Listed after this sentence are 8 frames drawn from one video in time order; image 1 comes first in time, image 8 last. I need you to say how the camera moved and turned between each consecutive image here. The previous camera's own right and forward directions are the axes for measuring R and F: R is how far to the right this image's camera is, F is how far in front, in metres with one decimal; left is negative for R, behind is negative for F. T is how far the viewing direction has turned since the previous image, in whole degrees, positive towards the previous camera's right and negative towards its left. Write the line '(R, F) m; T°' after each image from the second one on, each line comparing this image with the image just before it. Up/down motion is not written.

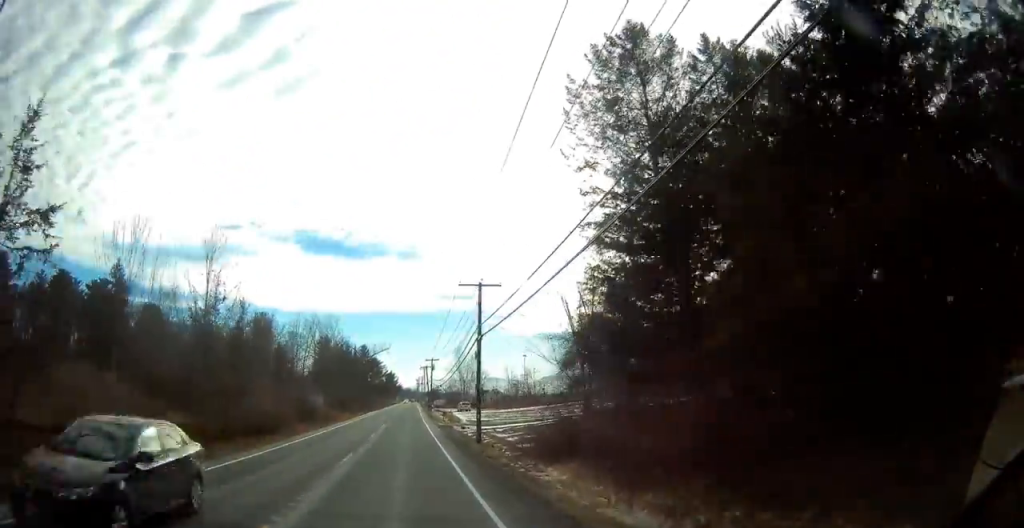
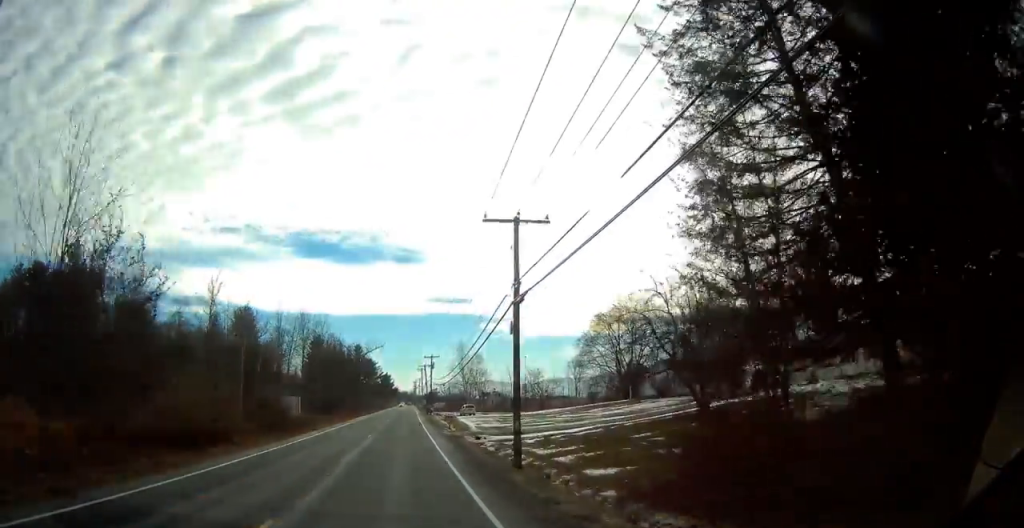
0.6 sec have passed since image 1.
(+0.1, +11.7) m; 0°
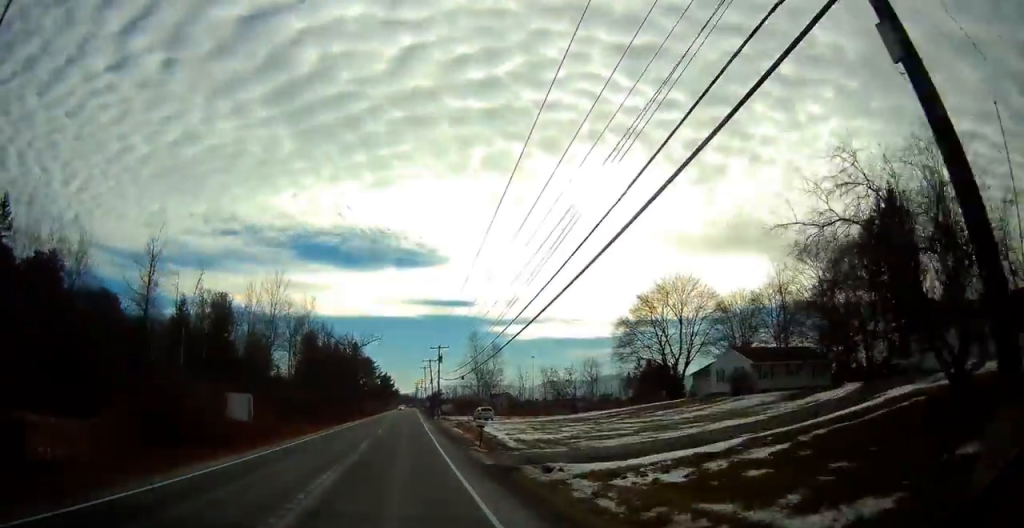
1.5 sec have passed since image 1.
(0.0, +17.2) m; 0°
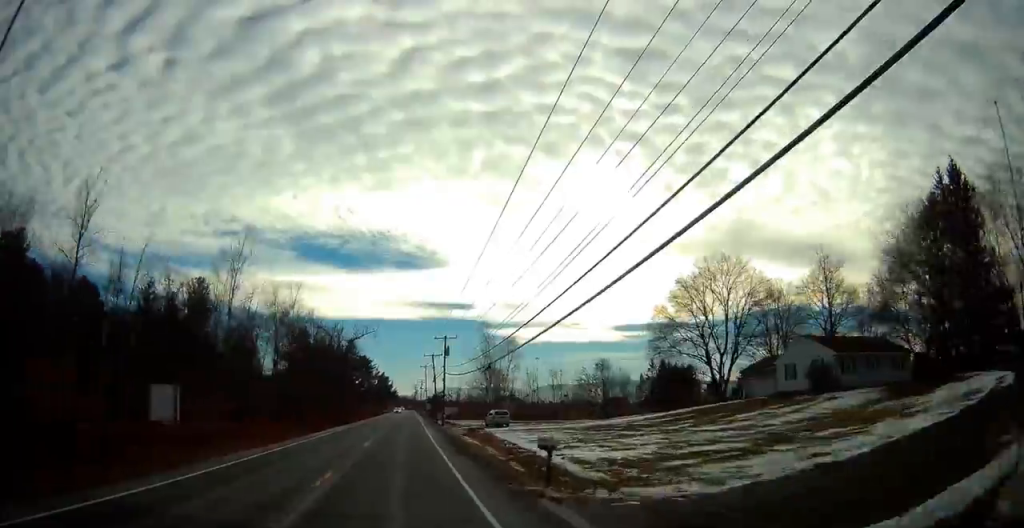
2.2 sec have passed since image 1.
(0.0, +12.3) m; 0°
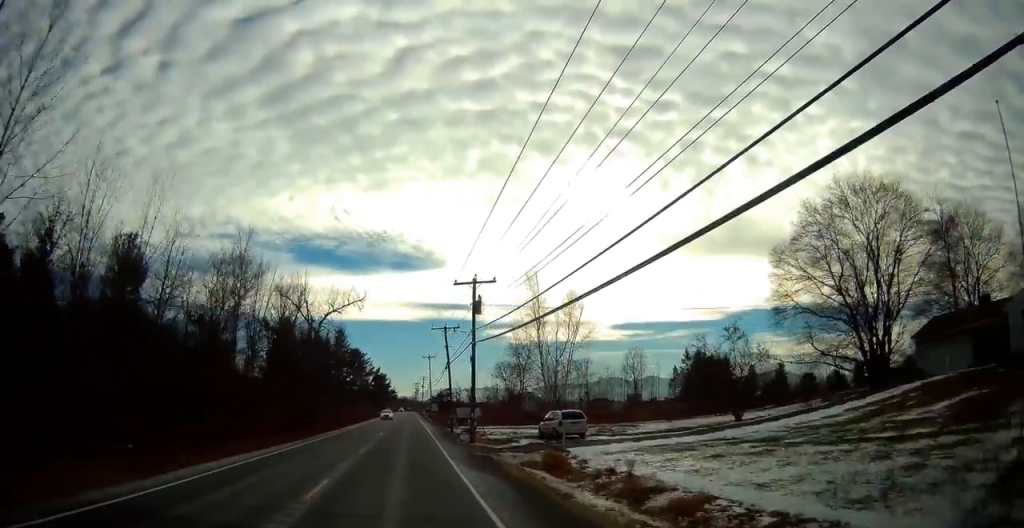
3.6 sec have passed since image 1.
(0.0, +26.3) m; 0°
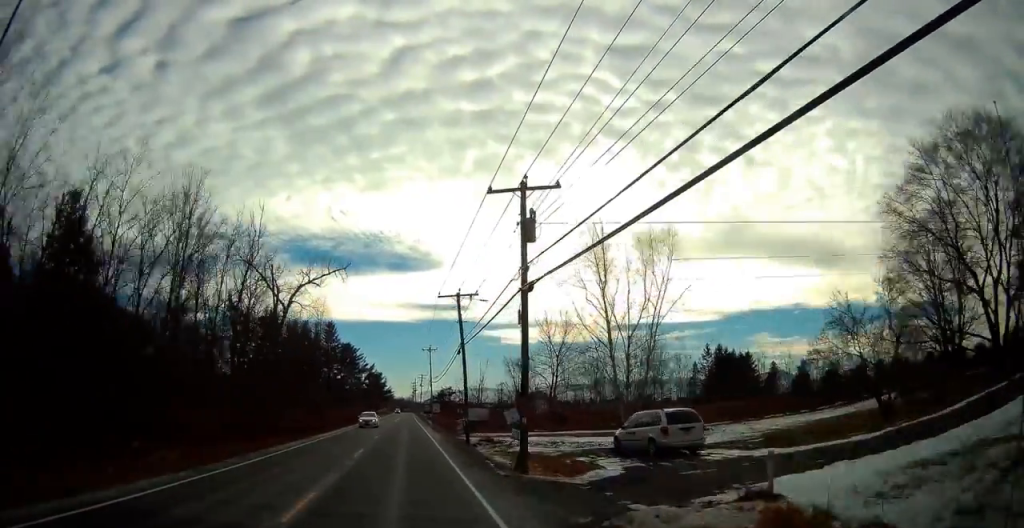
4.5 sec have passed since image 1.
(0.0, +14.5) m; 0°
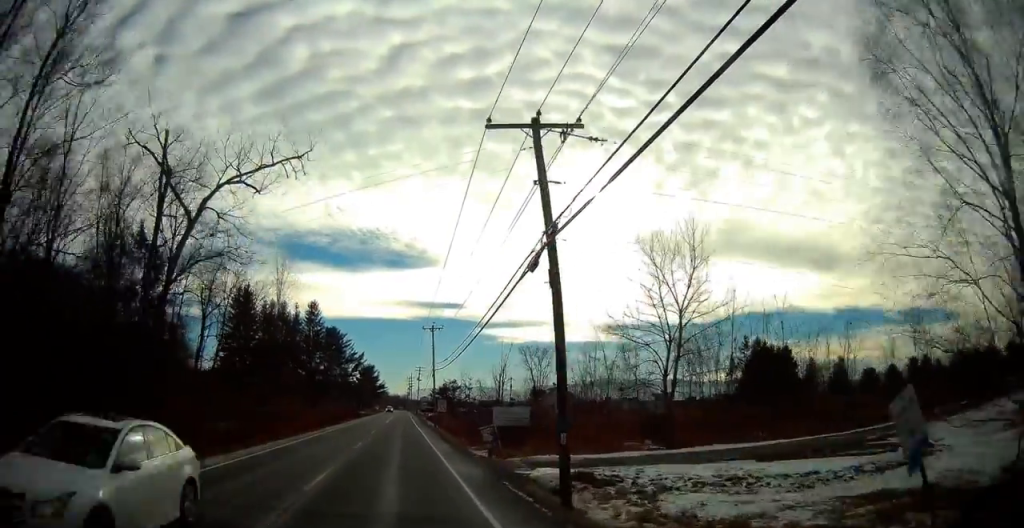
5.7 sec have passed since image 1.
(0.0, +21.4) m; 0°
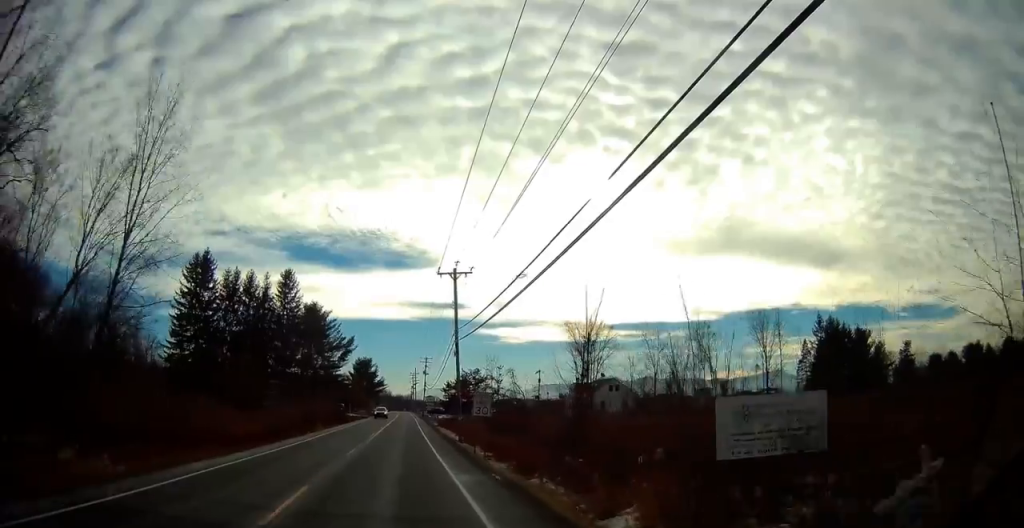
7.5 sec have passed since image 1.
(0.0, +28.1) m; 0°
